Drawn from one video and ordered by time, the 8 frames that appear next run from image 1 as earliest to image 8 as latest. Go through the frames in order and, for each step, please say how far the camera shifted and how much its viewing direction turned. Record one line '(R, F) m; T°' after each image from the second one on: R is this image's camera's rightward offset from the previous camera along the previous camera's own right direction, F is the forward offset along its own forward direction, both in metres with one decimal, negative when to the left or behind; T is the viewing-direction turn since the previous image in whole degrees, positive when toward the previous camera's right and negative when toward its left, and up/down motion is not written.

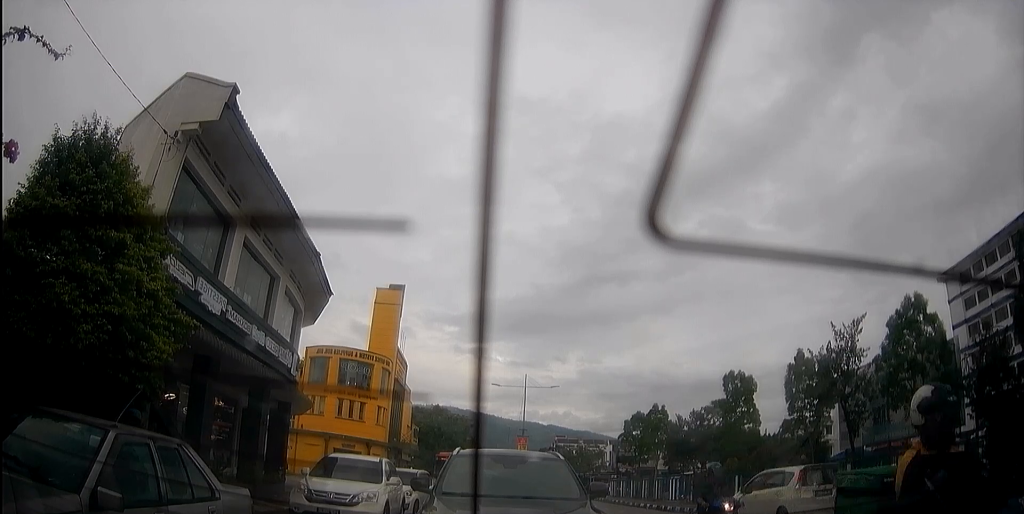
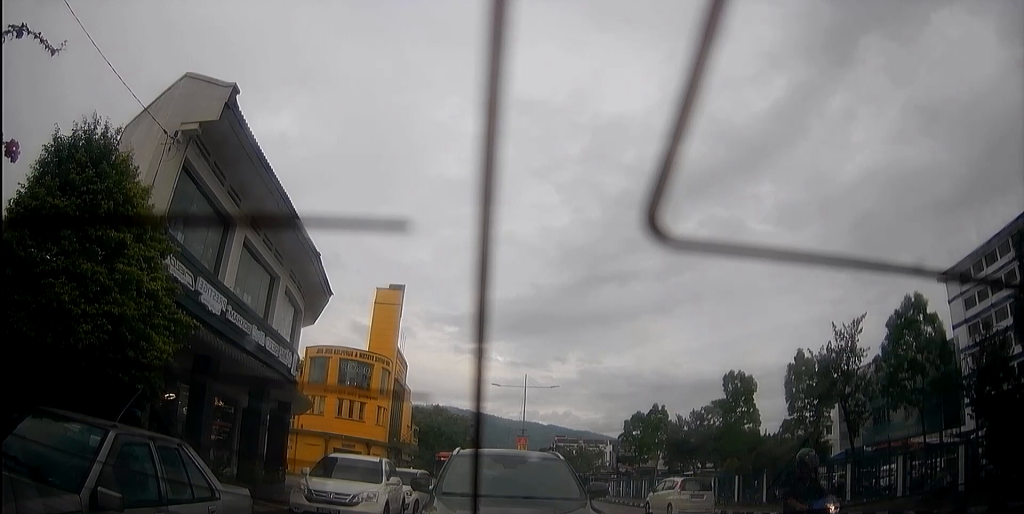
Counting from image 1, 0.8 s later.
(0.0, 0.0) m; 0°
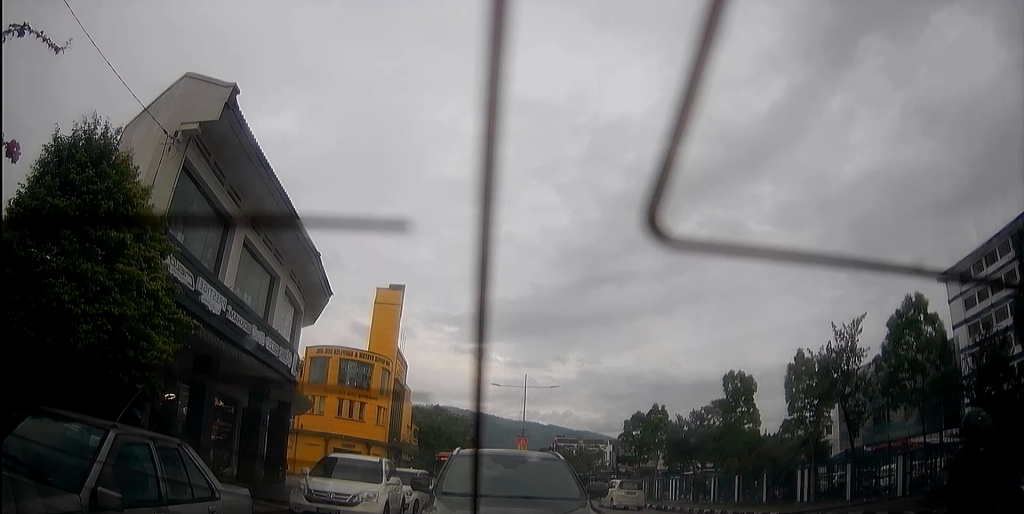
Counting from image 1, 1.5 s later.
(0.0, 0.0) m; 0°
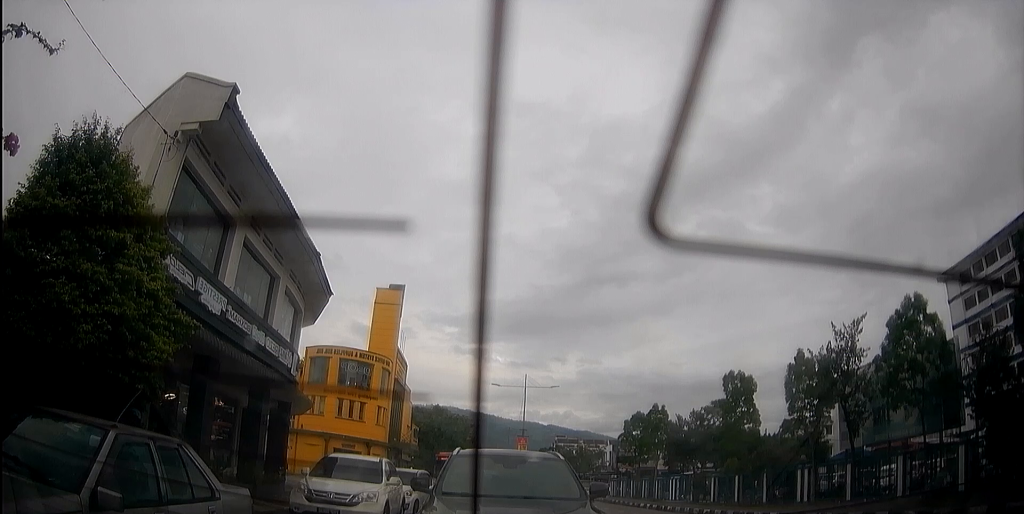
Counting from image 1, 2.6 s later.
(0.0, 0.0) m; 0°
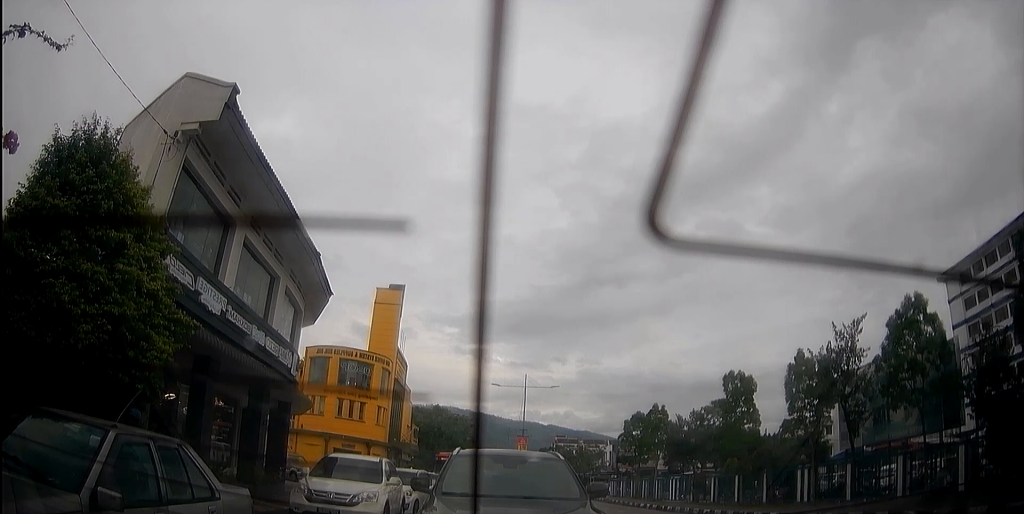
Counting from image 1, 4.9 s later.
(0.0, 0.0) m; 0°
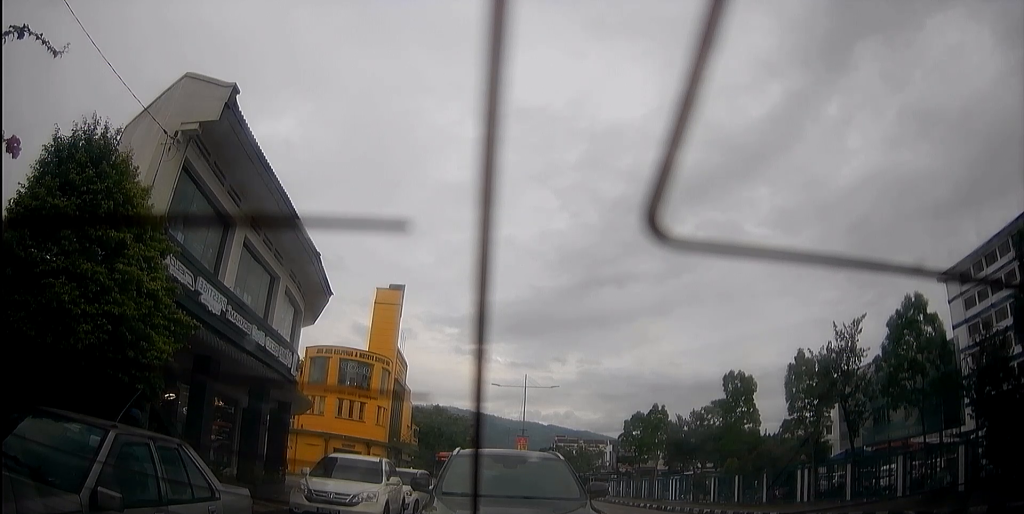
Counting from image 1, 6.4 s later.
(0.0, 0.0) m; 0°
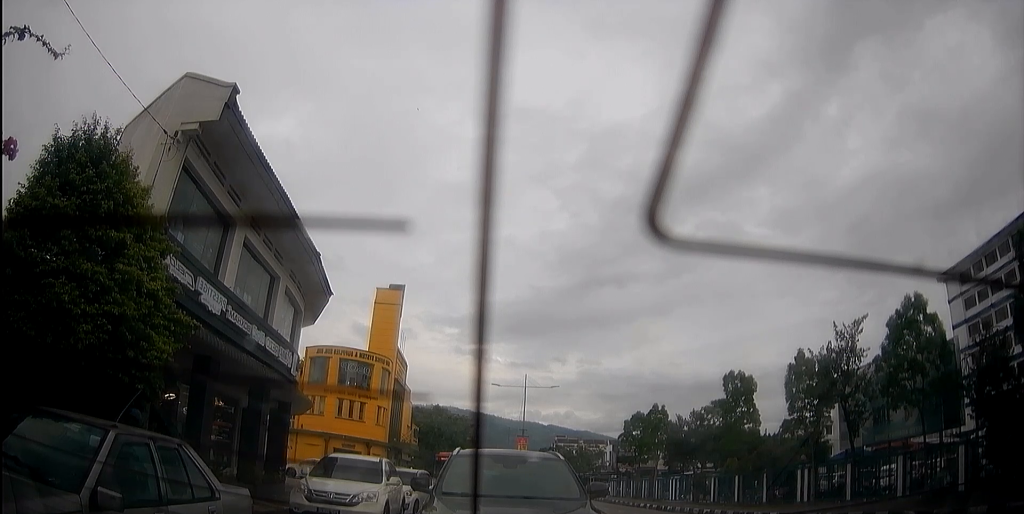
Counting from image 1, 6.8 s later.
(0.0, 0.0) m; 0°
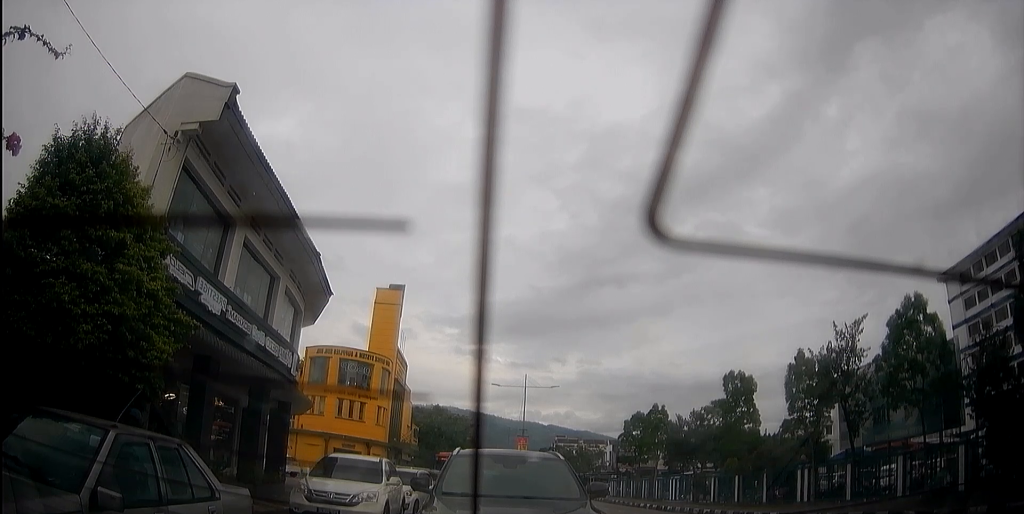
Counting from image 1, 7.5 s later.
(0.0, 0.0) m; 0°
